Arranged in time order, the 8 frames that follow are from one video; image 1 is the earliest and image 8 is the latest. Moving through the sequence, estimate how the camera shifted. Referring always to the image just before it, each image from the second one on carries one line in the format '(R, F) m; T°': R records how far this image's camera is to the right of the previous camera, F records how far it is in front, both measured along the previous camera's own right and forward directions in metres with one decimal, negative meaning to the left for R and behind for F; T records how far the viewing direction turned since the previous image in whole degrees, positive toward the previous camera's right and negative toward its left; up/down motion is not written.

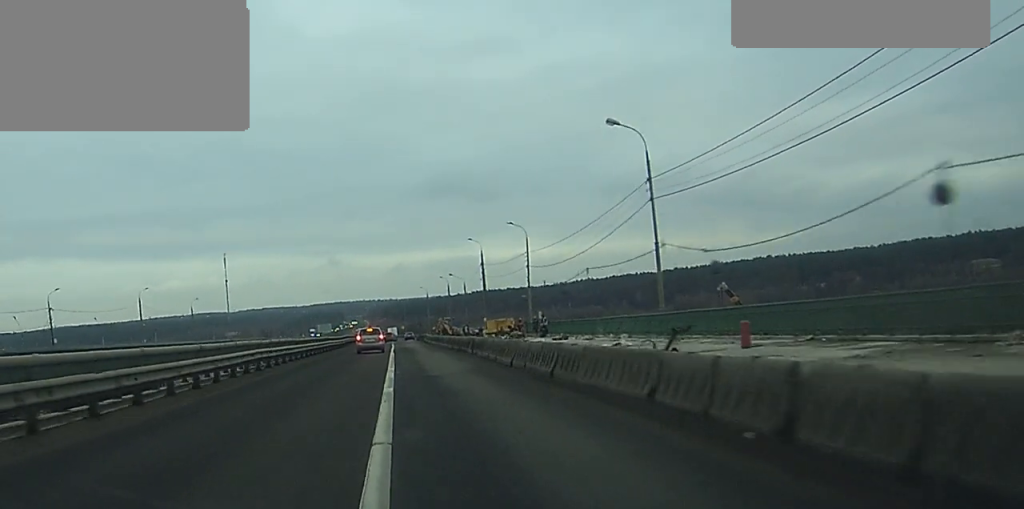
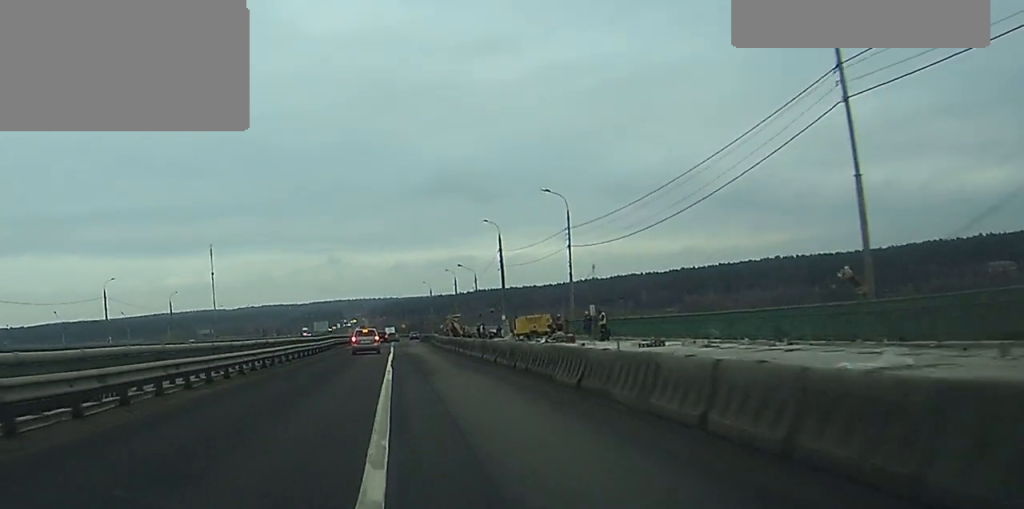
(+0.1, +20.6) m; 0°
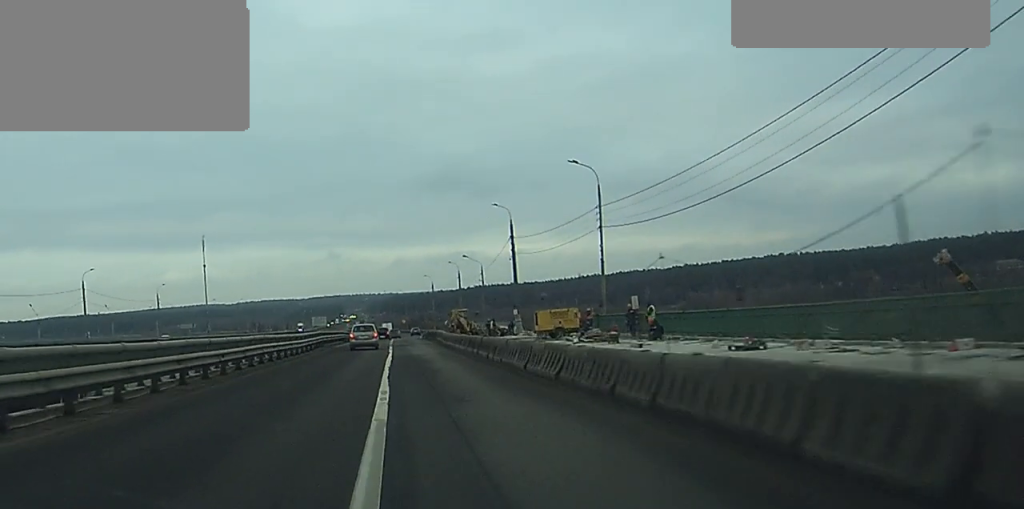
(0.0, +10.3) m; 0°
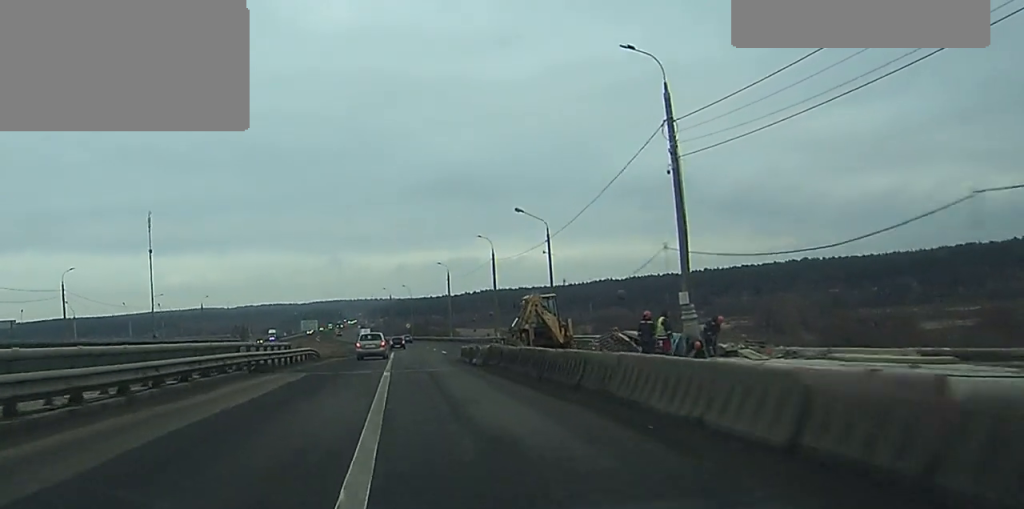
(-0.2, +54.5) m; -1°
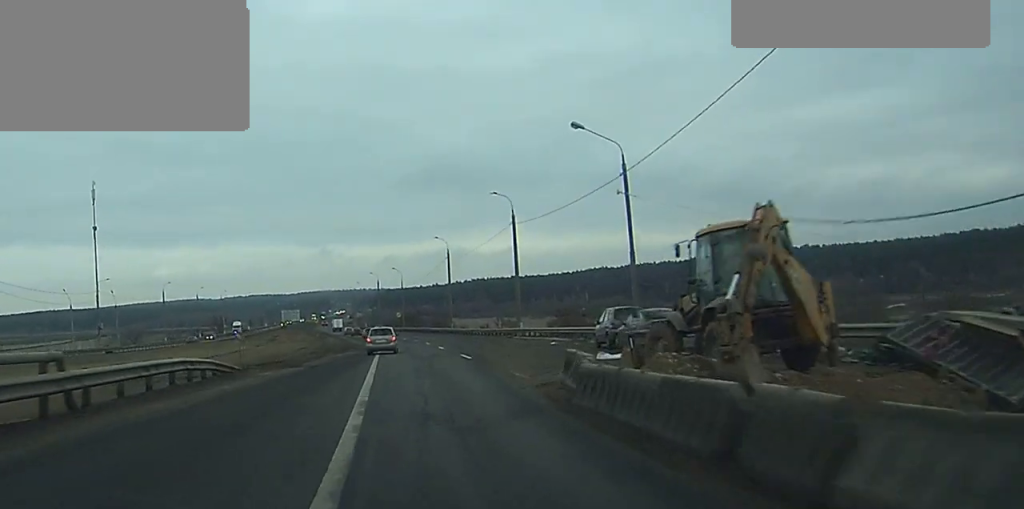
(0.0, +28.2) m; +1°
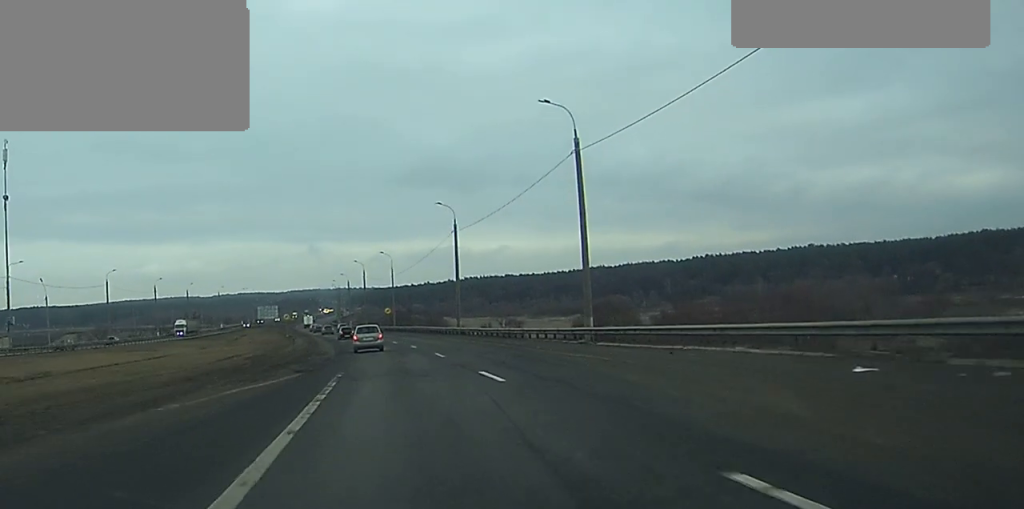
(+0.3, +32.8) m; 0°
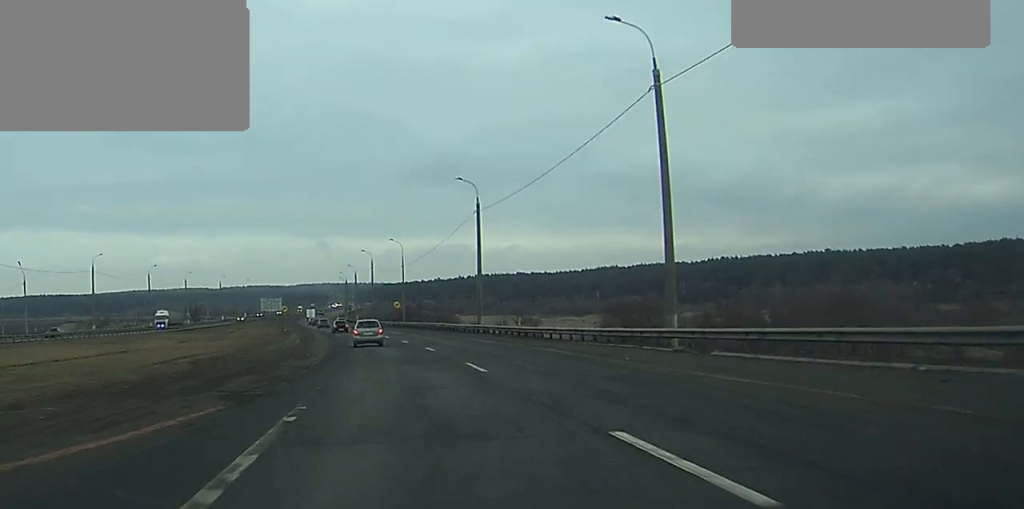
(0.0, +13.2) m; 0°
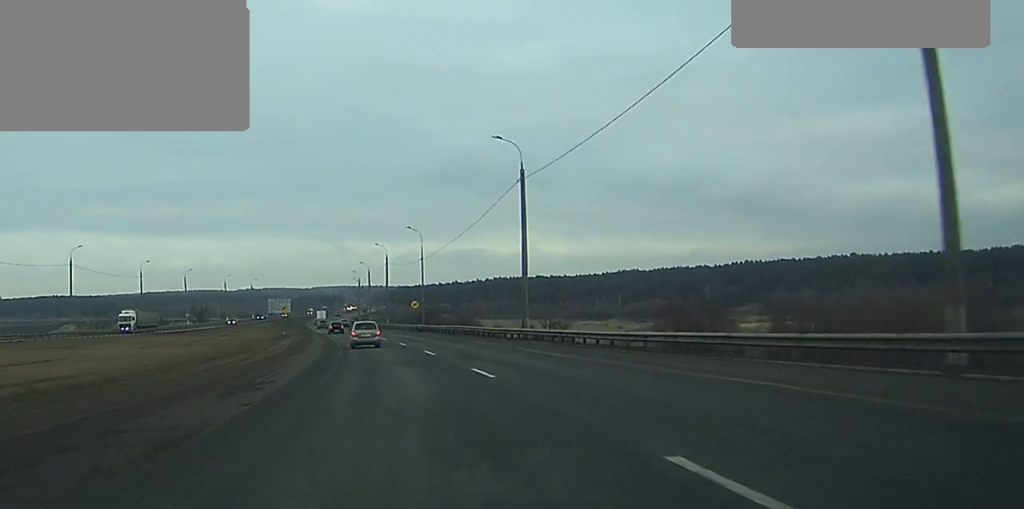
(0.0, +17.9) m; -1°
